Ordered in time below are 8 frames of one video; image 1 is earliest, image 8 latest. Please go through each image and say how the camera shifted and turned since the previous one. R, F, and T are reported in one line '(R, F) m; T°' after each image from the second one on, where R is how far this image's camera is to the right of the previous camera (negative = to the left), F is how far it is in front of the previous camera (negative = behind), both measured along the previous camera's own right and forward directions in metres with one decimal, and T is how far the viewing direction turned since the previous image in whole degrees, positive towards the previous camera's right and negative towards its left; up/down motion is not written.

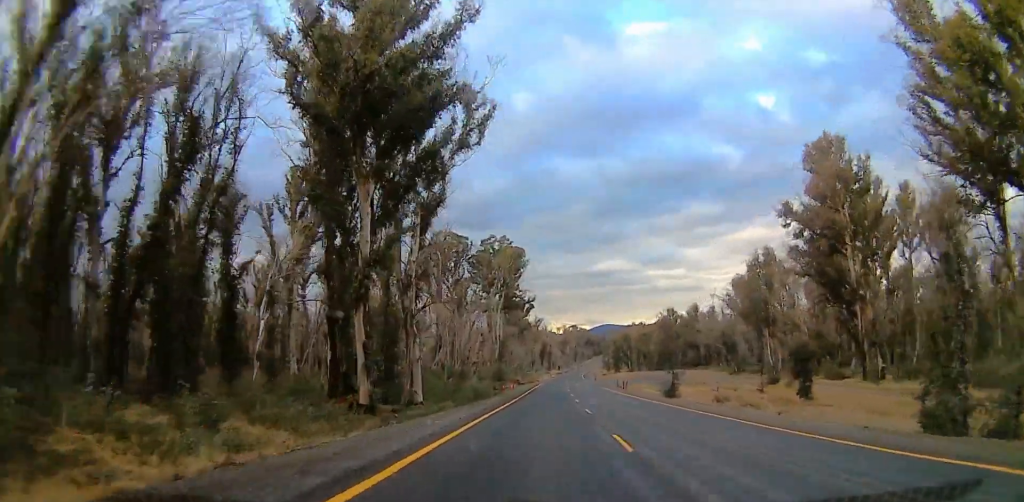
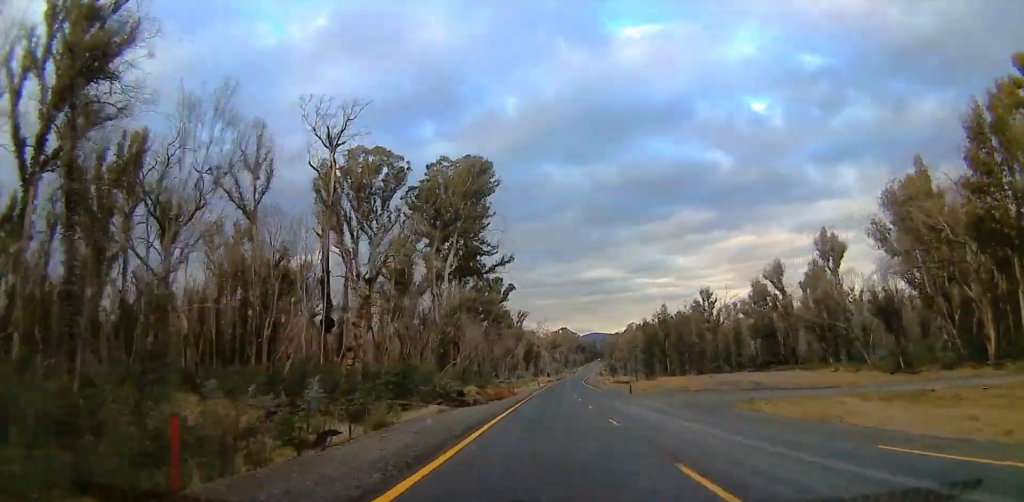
(0.0, +63.8) m; 0°
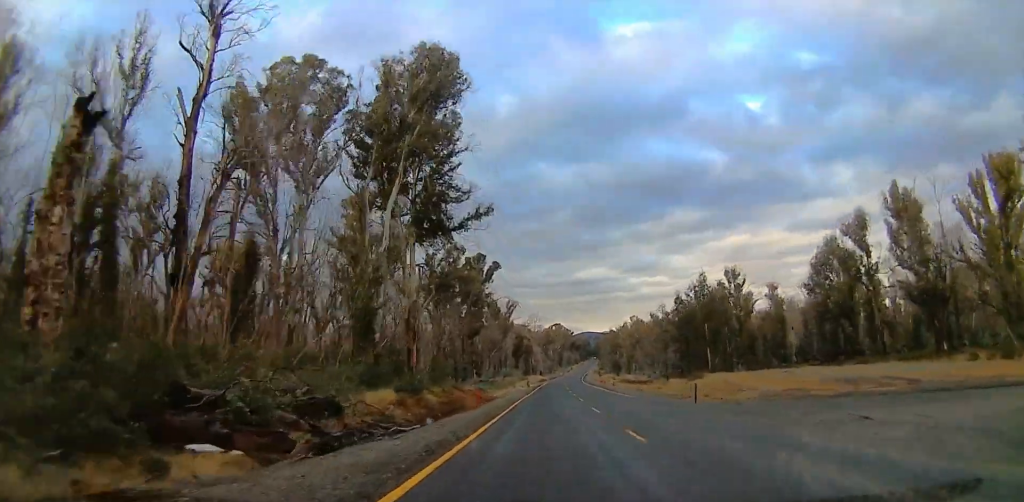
(0.0, +28.6) m; 0°
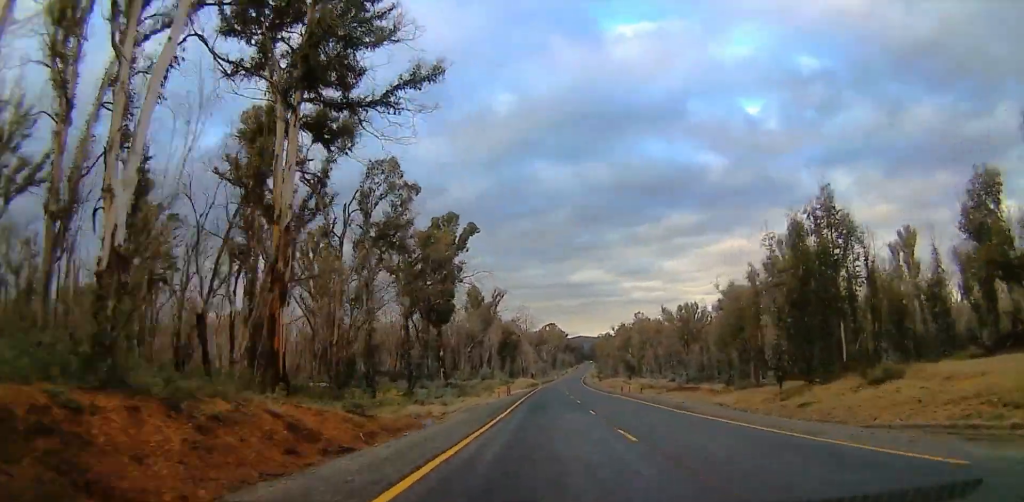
(+0.3, +34.3) m; +2°
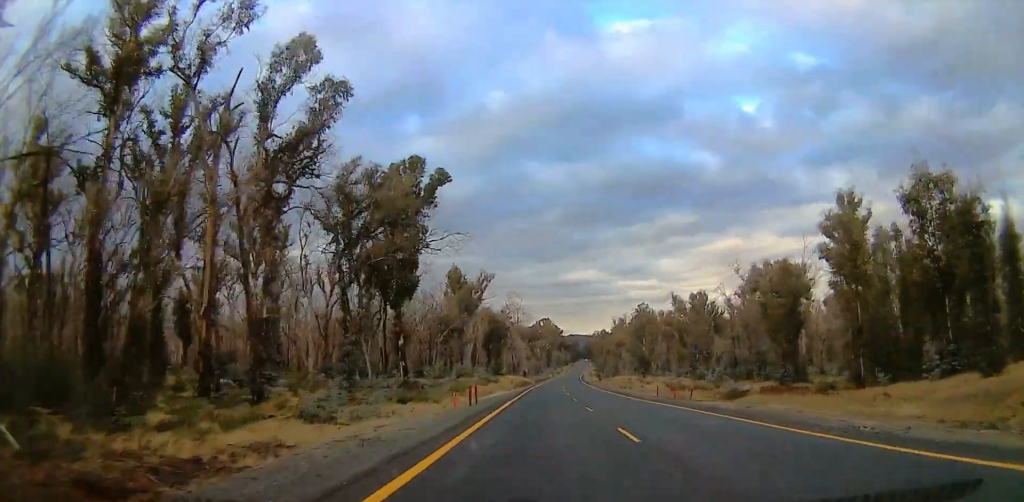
(+0.4, +24.7) m; +1°
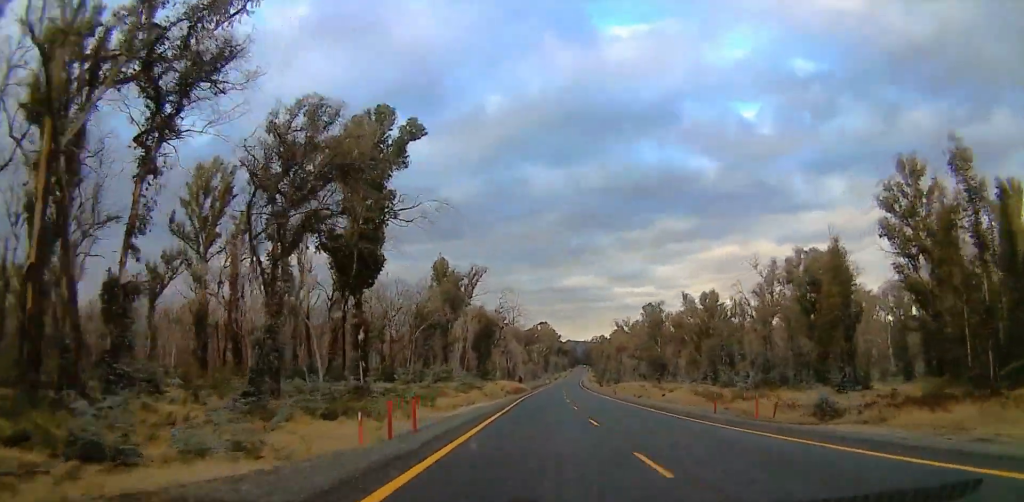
(+0.3, +16.5) m; 0°
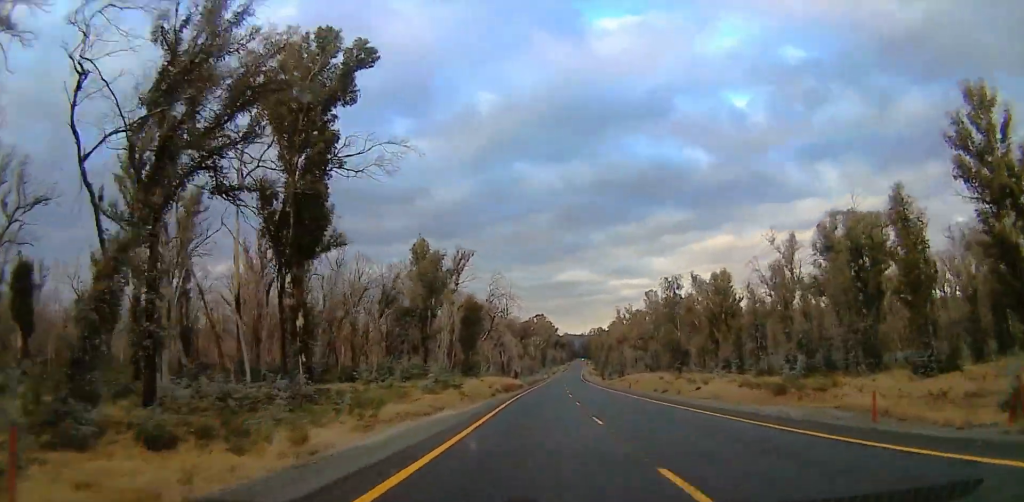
(-0.2, +14.1) m; 0°
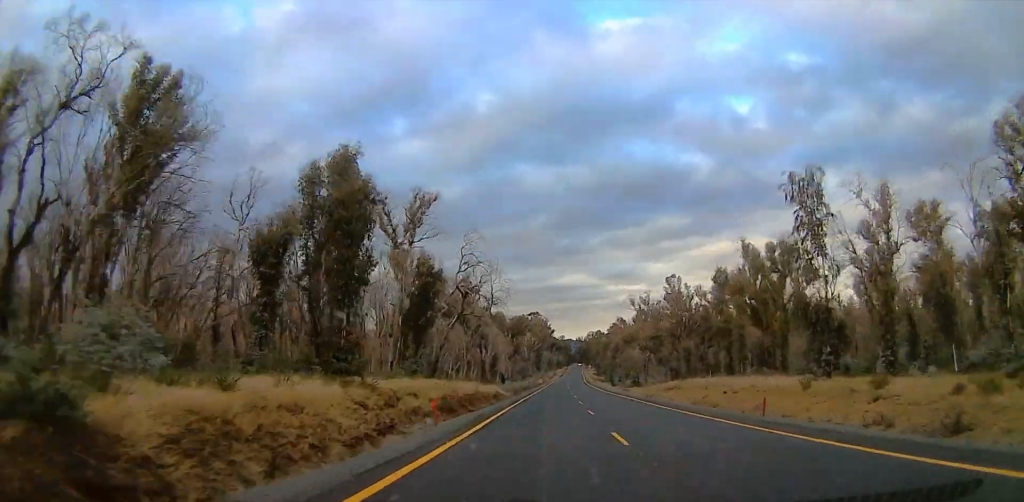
(+0.1, +40.1) m; +1°
